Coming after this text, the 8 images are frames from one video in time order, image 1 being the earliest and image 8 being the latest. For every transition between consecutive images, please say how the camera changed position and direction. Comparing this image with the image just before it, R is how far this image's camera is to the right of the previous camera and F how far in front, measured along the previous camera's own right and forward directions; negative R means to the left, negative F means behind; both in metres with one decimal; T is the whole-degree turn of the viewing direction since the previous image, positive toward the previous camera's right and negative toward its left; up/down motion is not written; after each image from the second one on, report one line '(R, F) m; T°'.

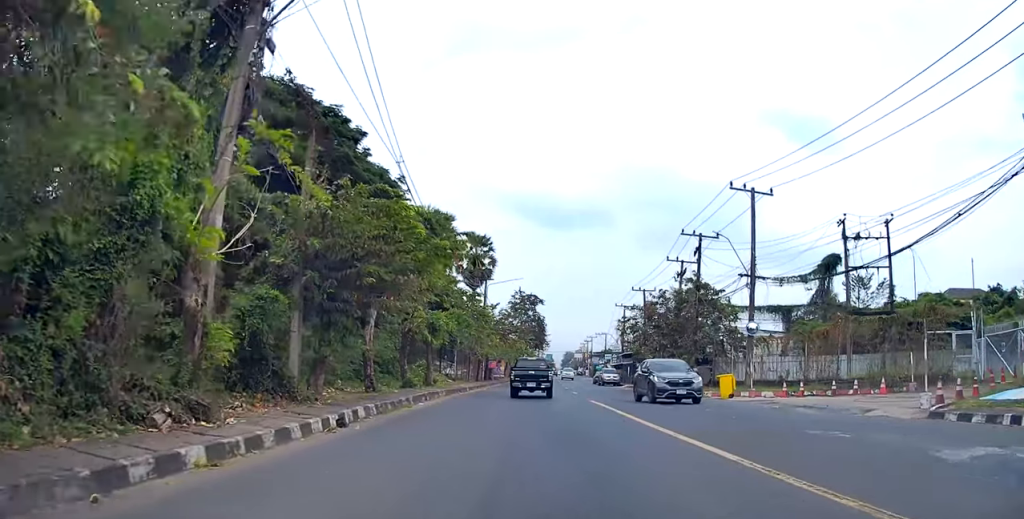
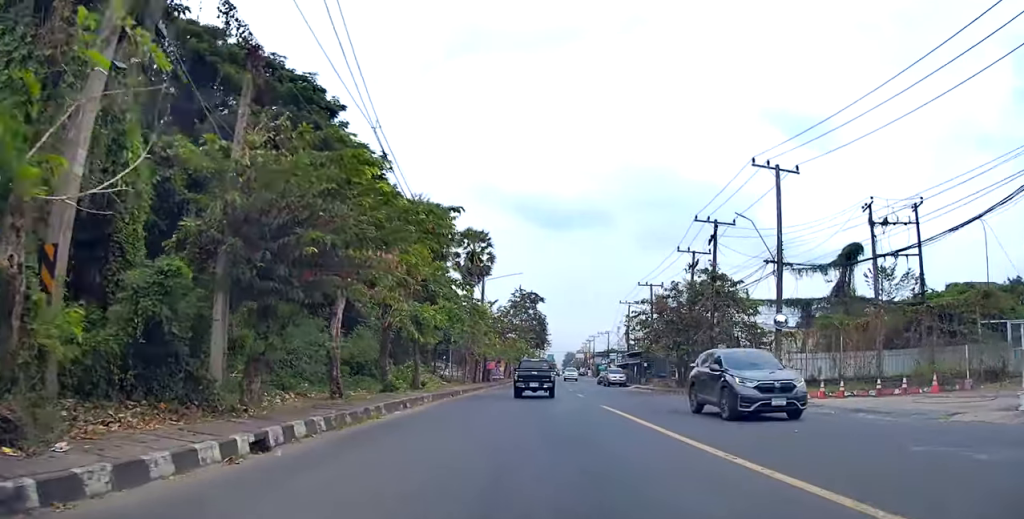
(0.0, +3.0) m; +1°
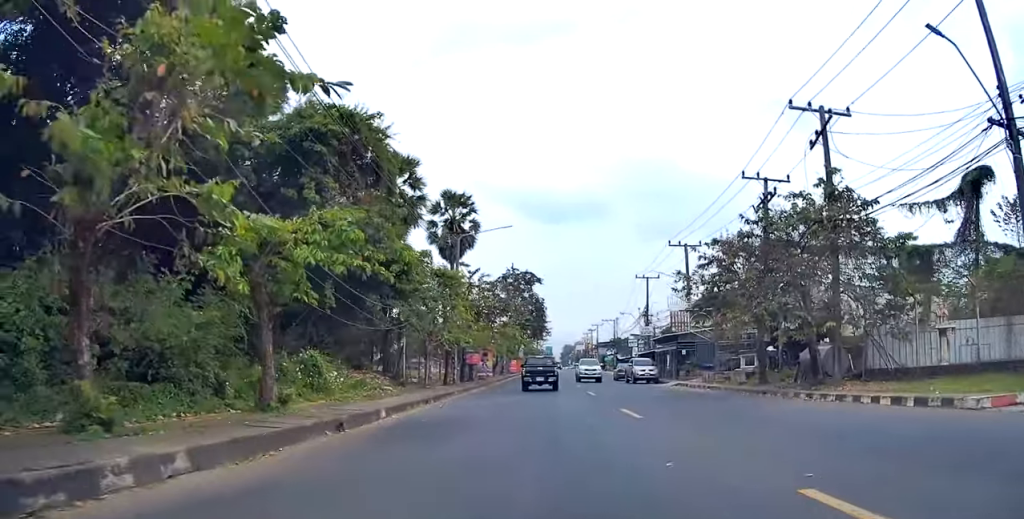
(+0.2, +13.8) m; +1°
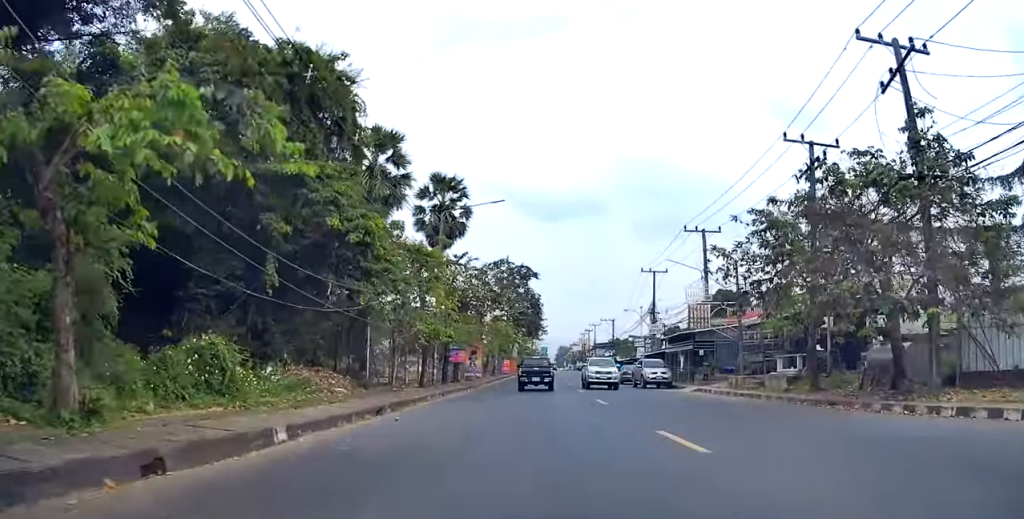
(0.0, +5.3) m; 0°
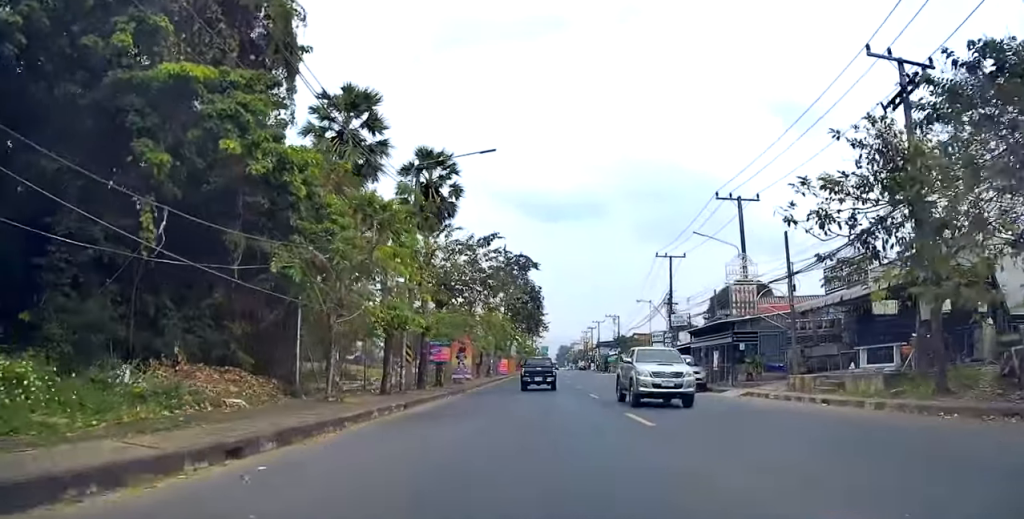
(0.0, +6.7) m; -1°
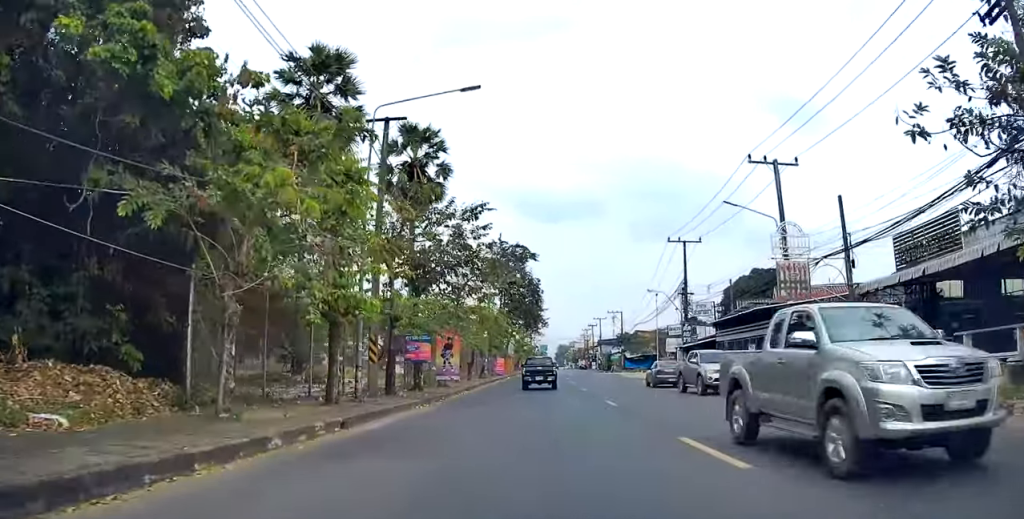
(-0.1, +5.7) m; -1°
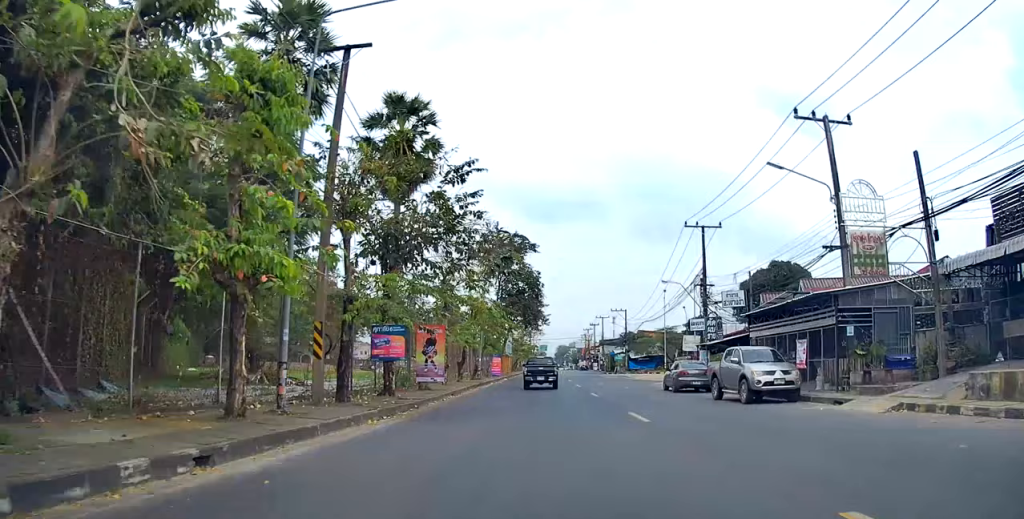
(0.0, +5.3) m; -1°
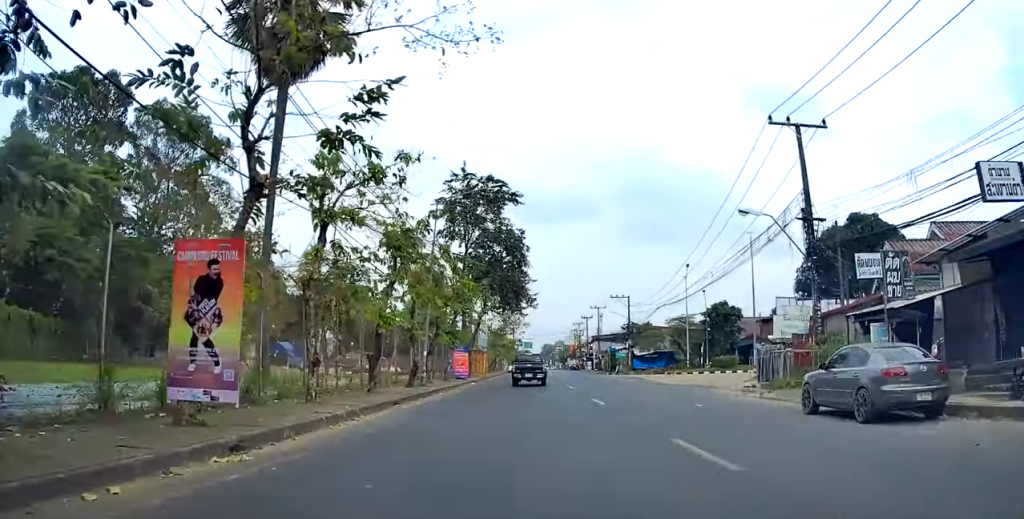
(0.0, +18.2) m; 0°
